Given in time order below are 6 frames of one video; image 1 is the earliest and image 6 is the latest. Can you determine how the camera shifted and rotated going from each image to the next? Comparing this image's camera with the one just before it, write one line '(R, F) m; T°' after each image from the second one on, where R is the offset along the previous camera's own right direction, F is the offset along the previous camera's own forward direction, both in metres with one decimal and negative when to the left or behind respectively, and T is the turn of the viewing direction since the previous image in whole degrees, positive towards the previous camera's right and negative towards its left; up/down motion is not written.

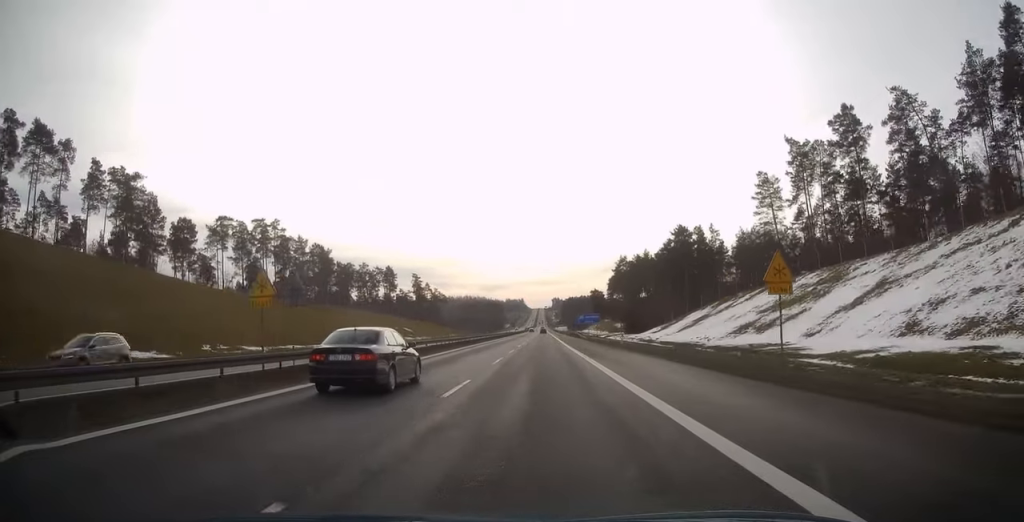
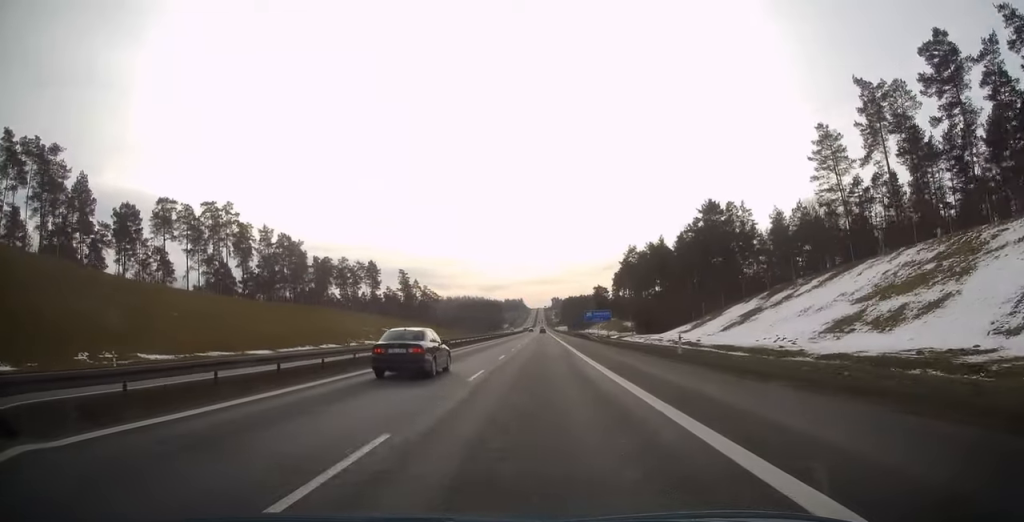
(0.0, +21.0) m; 0°
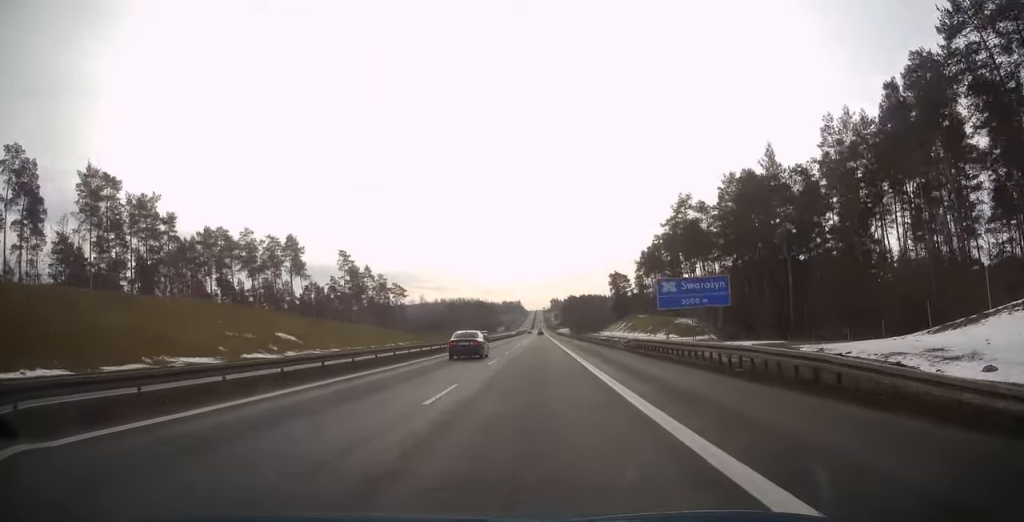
(-0.1, +63.5) m; 0°
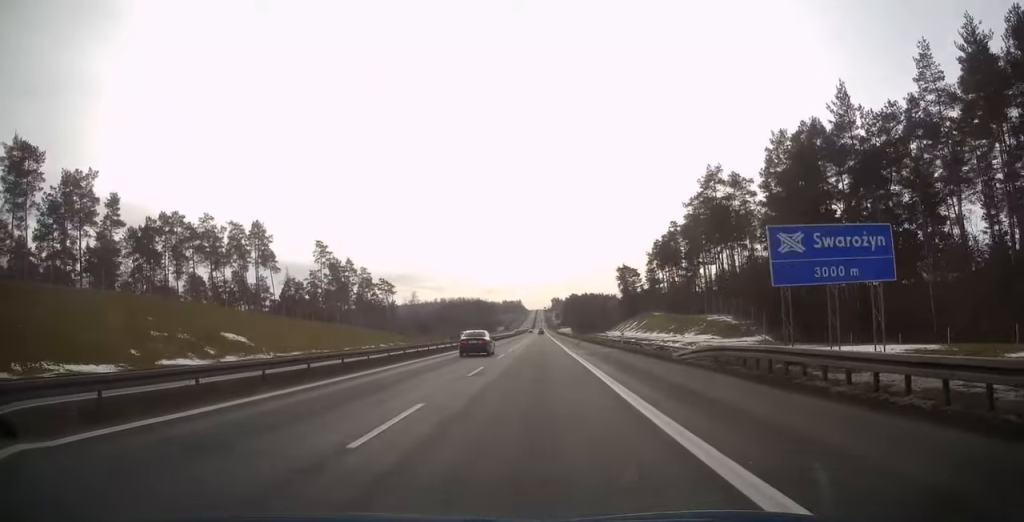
(0.0, +17.4) m; 0°
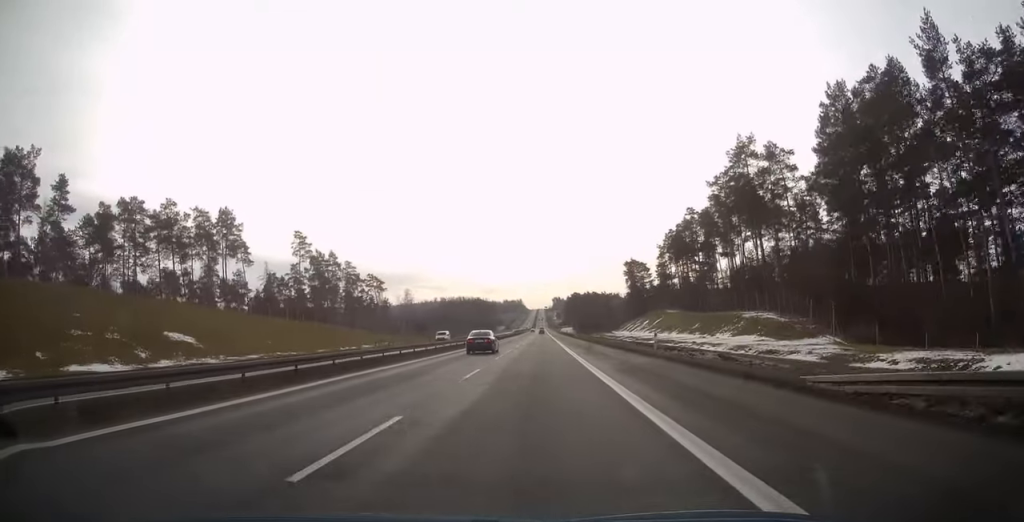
(0.0, +13.3) m; 0°
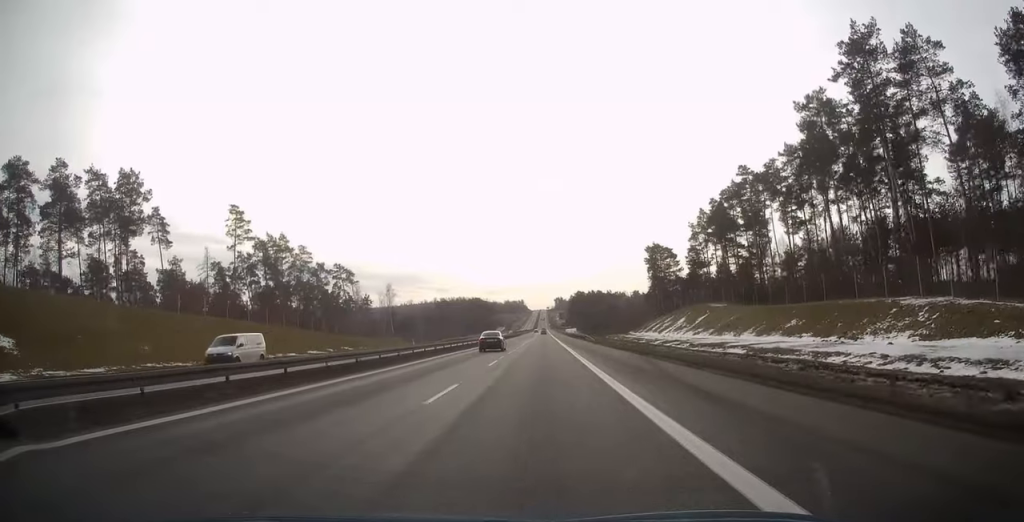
(0.0, +29.2) m; 0°
